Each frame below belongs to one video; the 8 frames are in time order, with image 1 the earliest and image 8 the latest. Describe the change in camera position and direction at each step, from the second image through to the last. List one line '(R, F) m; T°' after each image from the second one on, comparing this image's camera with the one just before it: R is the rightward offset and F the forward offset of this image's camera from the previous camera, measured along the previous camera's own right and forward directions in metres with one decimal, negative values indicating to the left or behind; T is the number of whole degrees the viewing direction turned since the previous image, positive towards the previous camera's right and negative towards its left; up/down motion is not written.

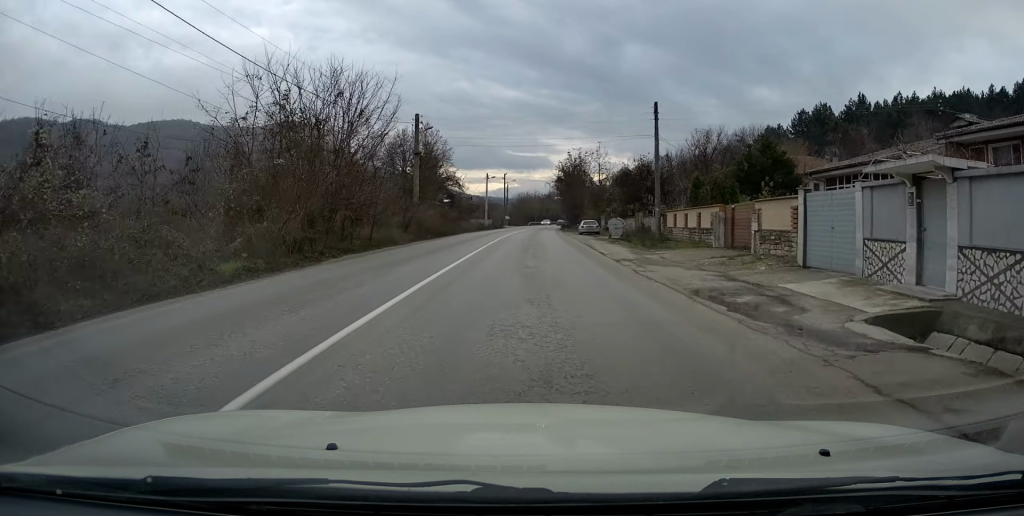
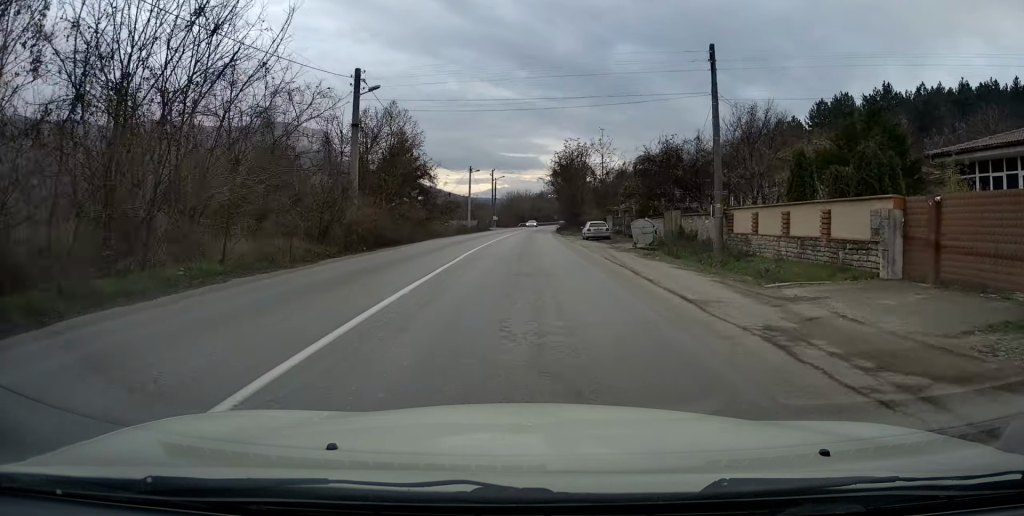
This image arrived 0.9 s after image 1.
(0.0, +12.2) m; +1°
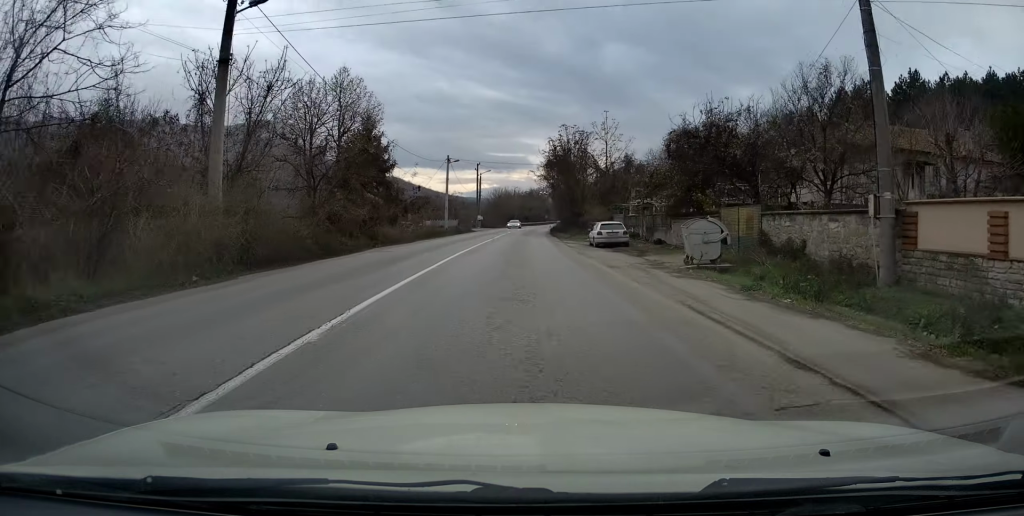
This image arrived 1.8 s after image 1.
(+0.2, +11.4) m; +1°
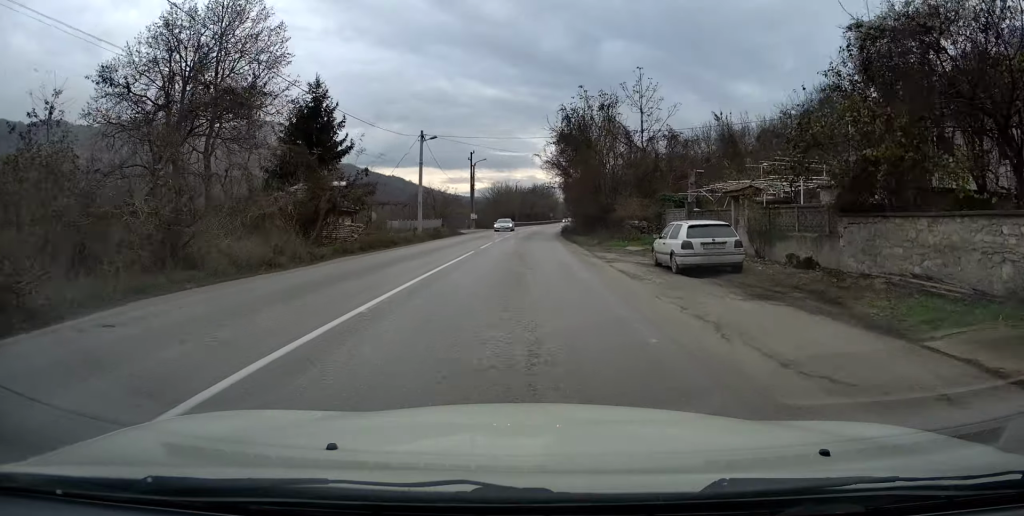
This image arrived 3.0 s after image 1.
(0.0, +16.2) m; 0°
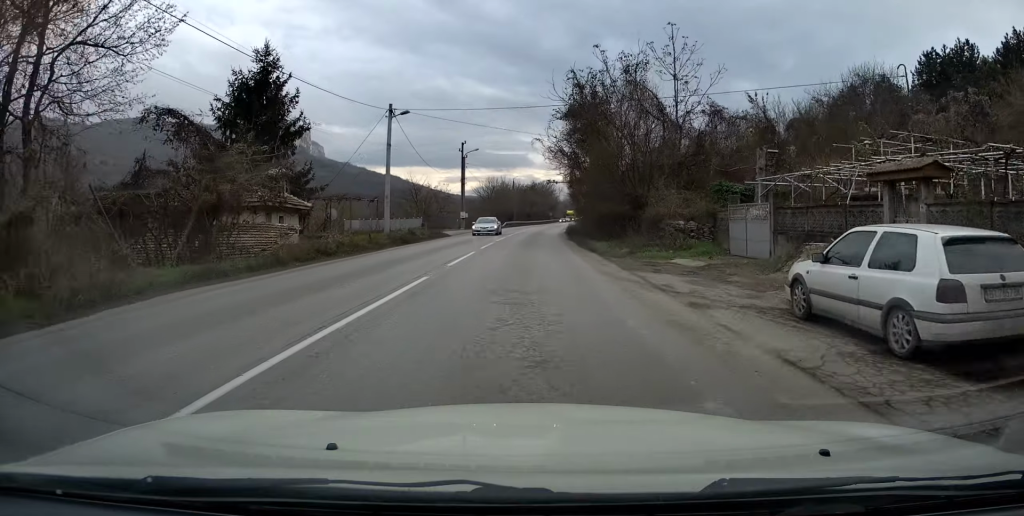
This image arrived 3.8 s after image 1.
(0.0, +9.7) m; -1°
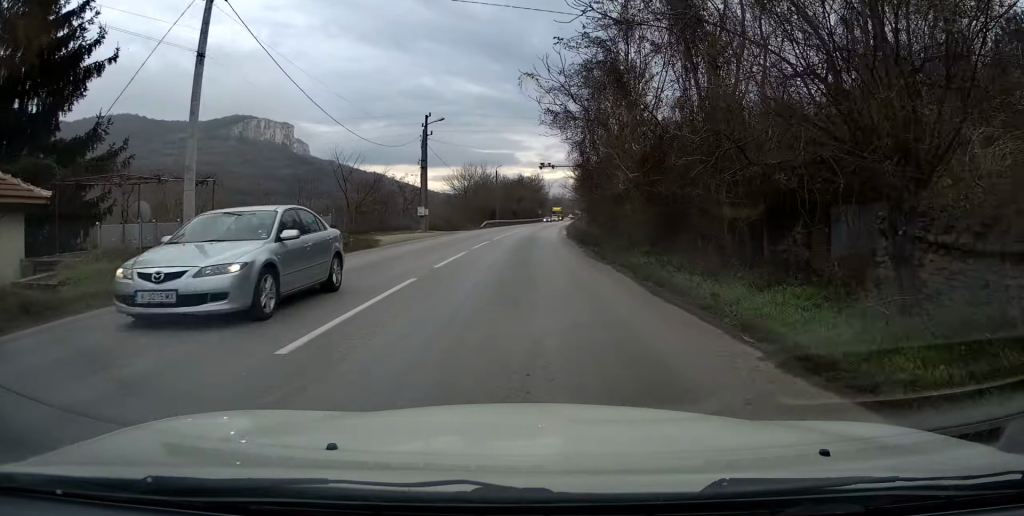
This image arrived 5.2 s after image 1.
(-0.1, +18.9) m; +1°
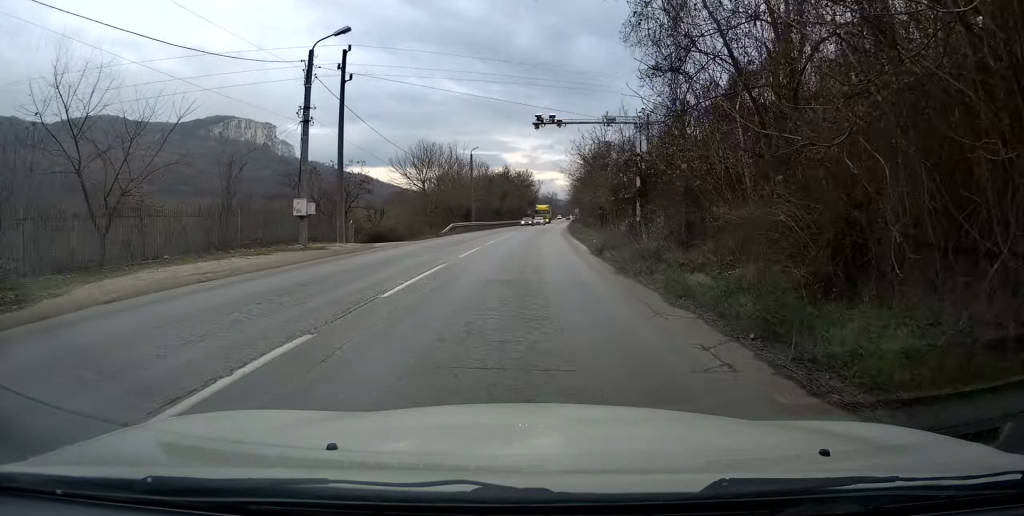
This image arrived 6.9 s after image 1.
(+0.3, +22.9) m; +1°
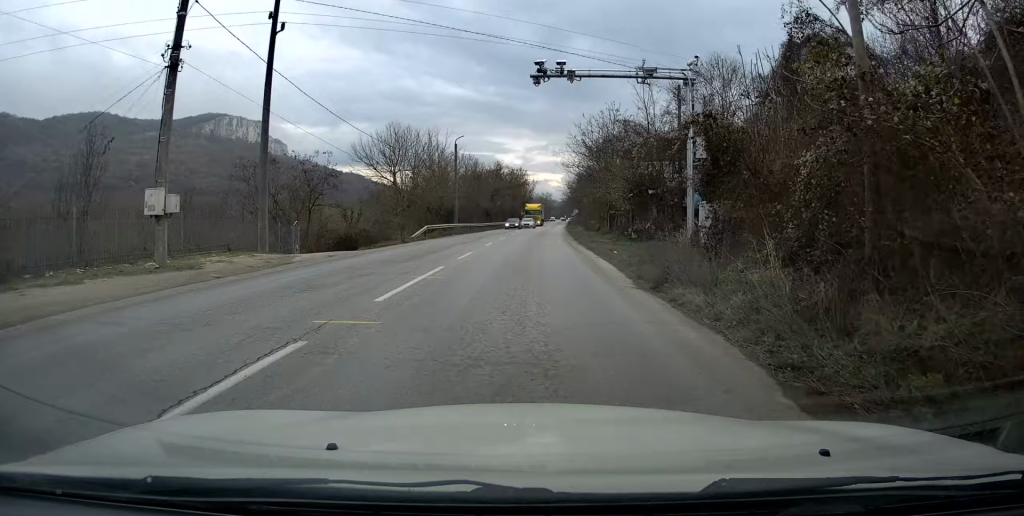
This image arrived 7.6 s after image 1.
(+0.2, +9.2) m; +2°
